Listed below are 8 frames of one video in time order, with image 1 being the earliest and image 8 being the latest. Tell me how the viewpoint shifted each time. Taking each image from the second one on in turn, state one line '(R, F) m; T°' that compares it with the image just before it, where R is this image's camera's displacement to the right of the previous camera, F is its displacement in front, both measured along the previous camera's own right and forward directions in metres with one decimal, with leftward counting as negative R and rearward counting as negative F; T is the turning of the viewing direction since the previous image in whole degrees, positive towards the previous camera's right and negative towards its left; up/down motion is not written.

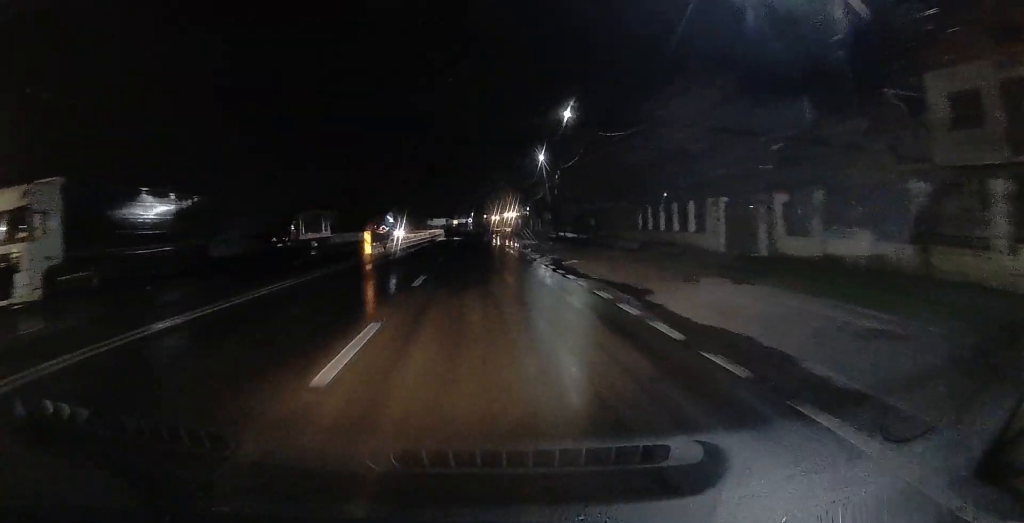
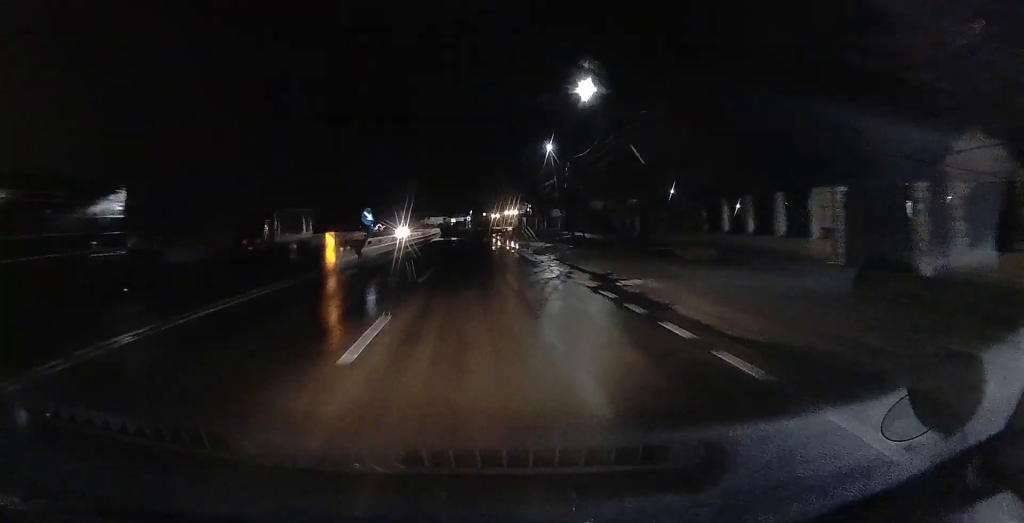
(-0.1, +8.2) m; -1°
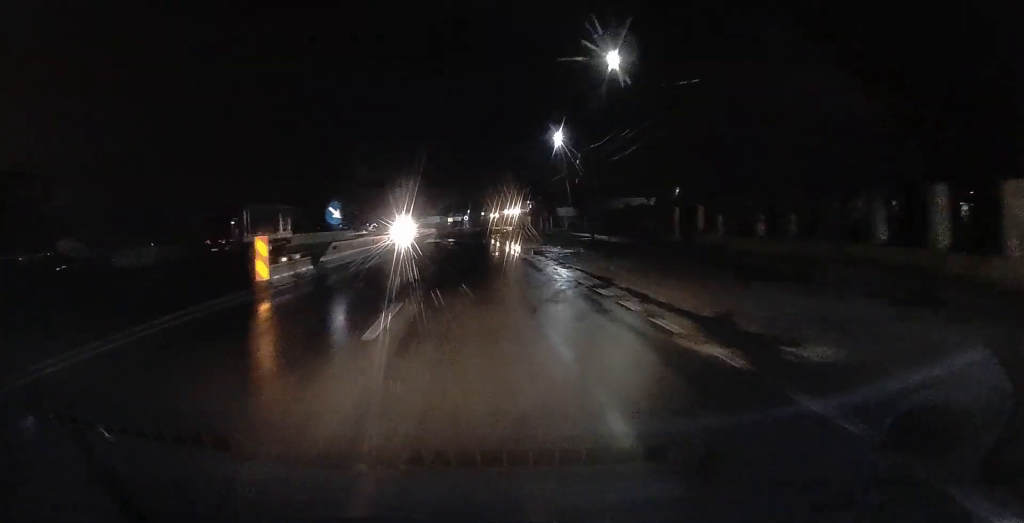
(0.0, +7.7) m; +1°
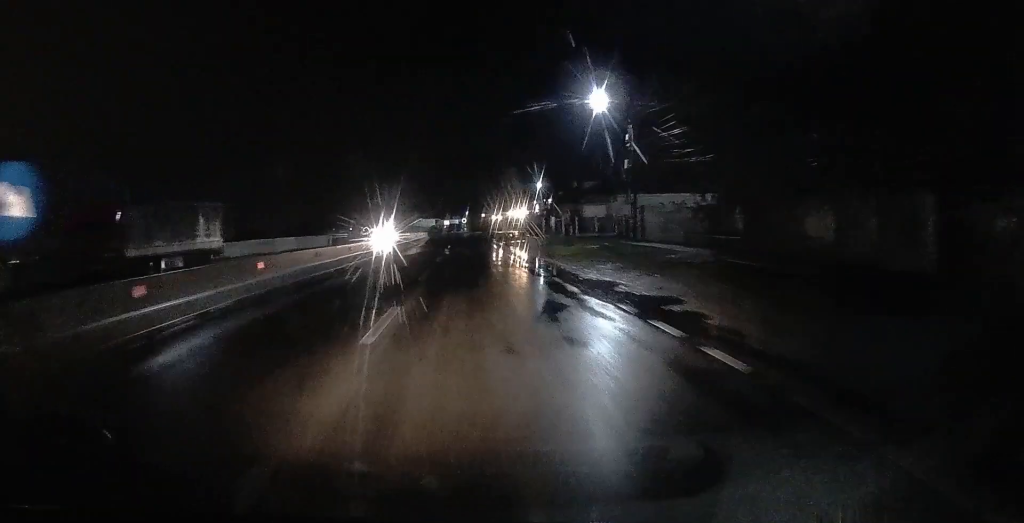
(+0.4, +18.2) m; +3°
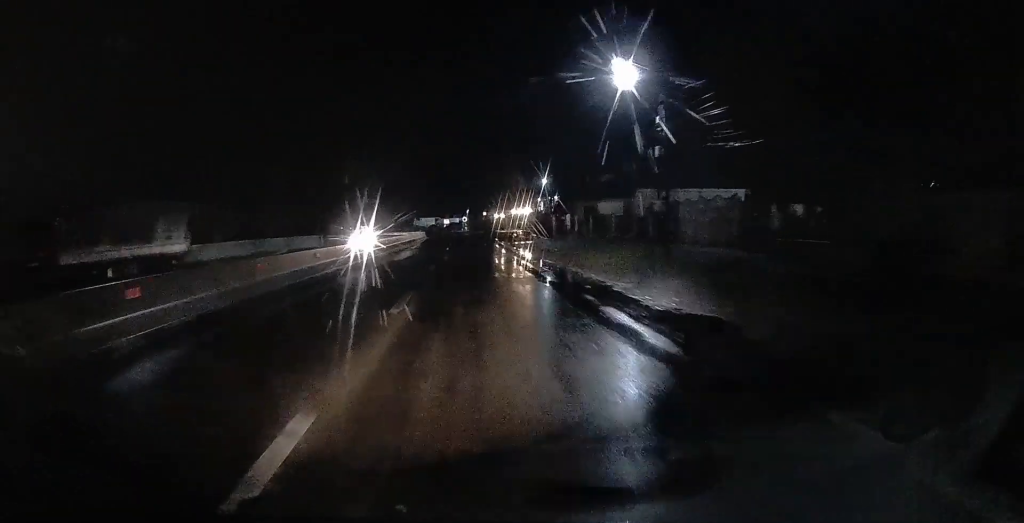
(+0.1, +6.2) m; +1°
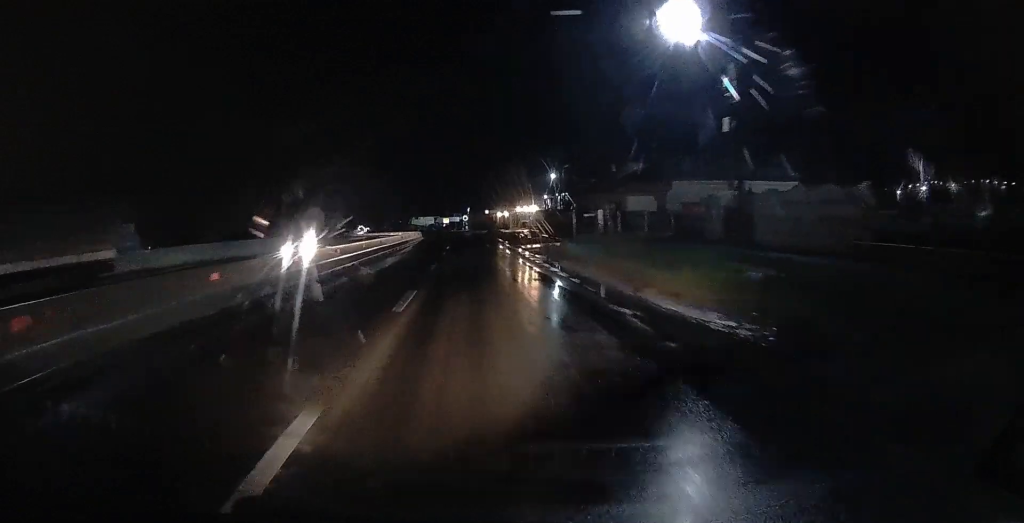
(0.0, +8.7) m; 0°
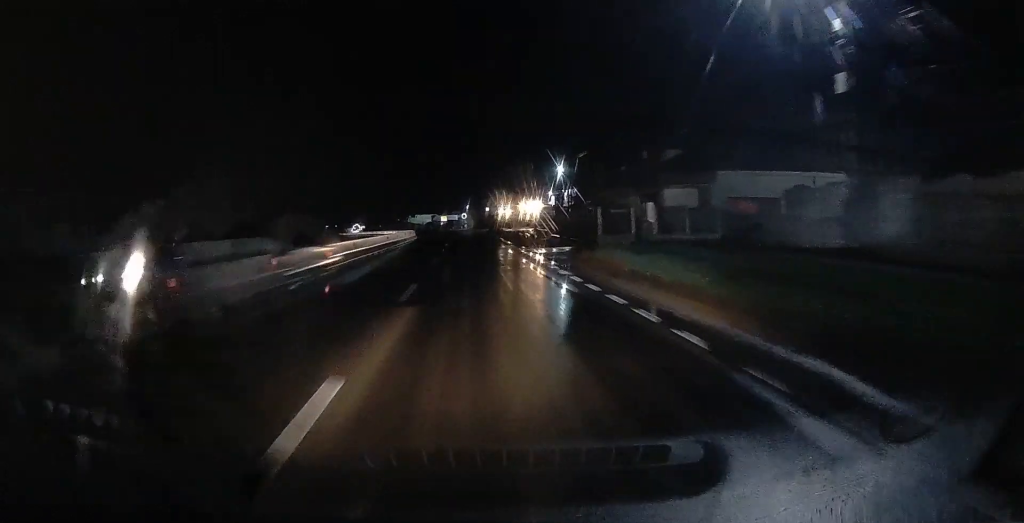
(0.0, +7.9) m; -1°
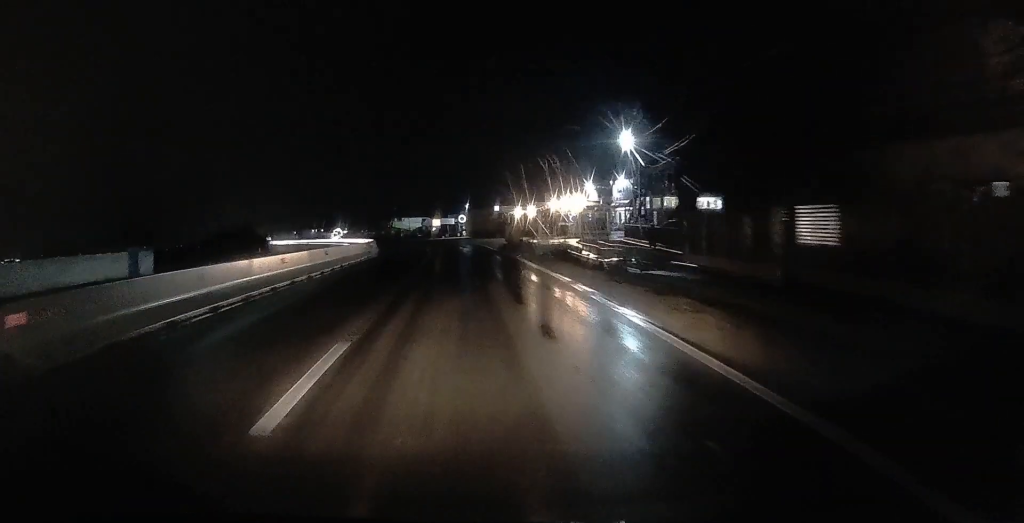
(-0.7, +34.0) m; -2°
